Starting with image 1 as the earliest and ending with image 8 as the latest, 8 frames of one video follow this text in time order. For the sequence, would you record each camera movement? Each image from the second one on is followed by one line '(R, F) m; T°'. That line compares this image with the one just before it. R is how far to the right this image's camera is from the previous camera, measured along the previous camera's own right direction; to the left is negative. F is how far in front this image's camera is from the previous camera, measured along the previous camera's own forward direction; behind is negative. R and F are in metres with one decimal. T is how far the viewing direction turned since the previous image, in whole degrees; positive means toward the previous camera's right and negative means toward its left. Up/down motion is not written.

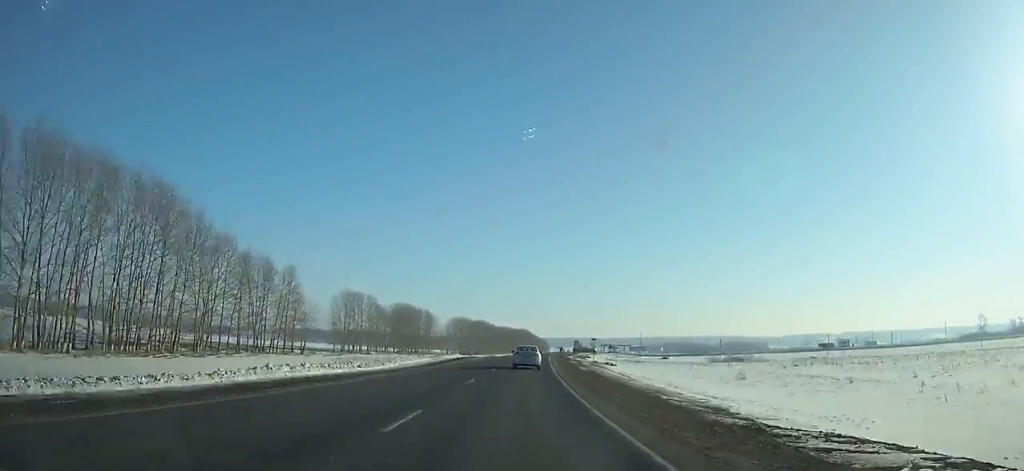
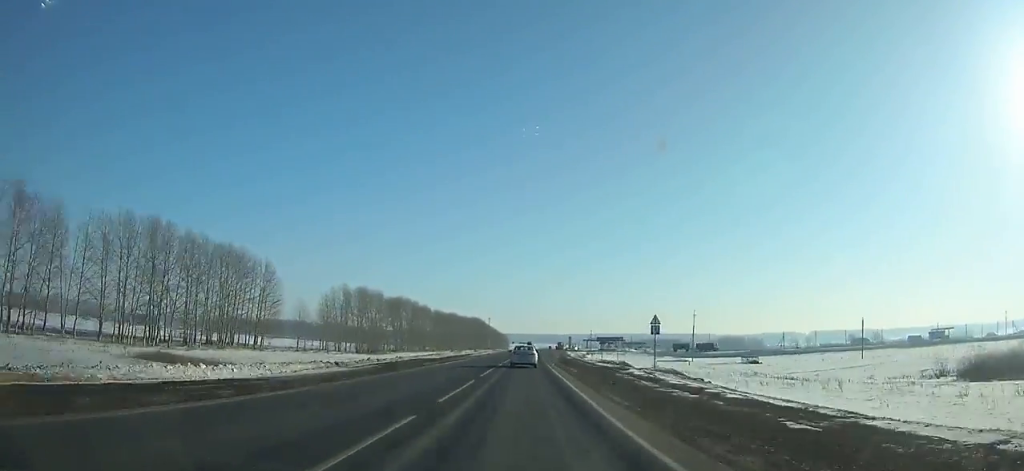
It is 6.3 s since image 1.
(+4.8, +135.2) m; +3°
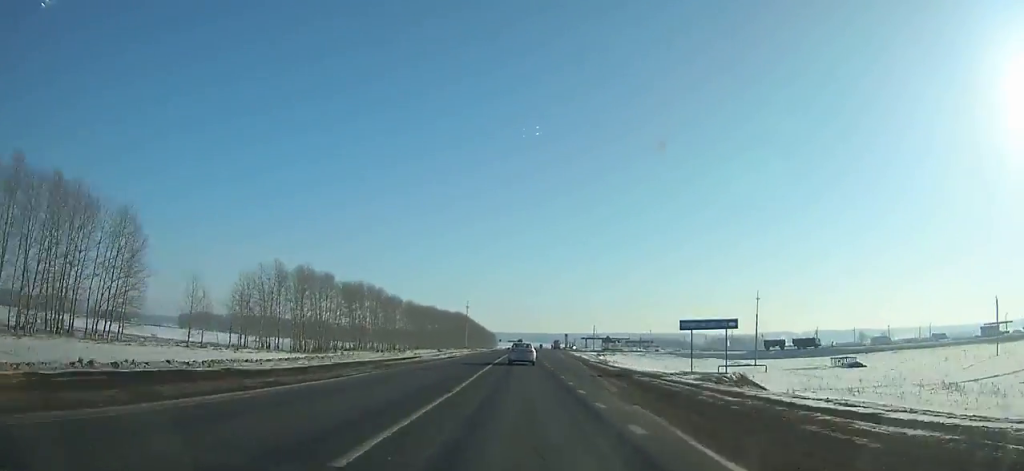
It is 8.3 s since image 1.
(+0.3, +42.6) m; +1°
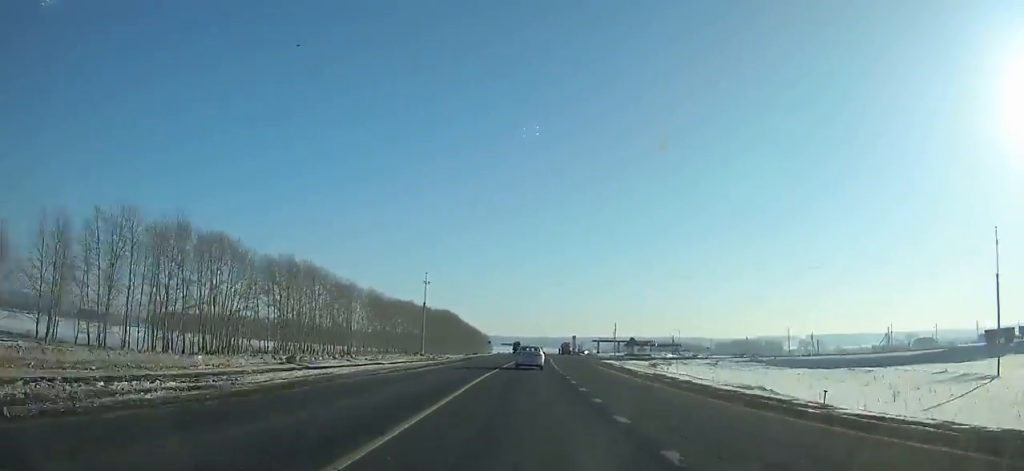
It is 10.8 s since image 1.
(+0.2, +53.2) m; +1°
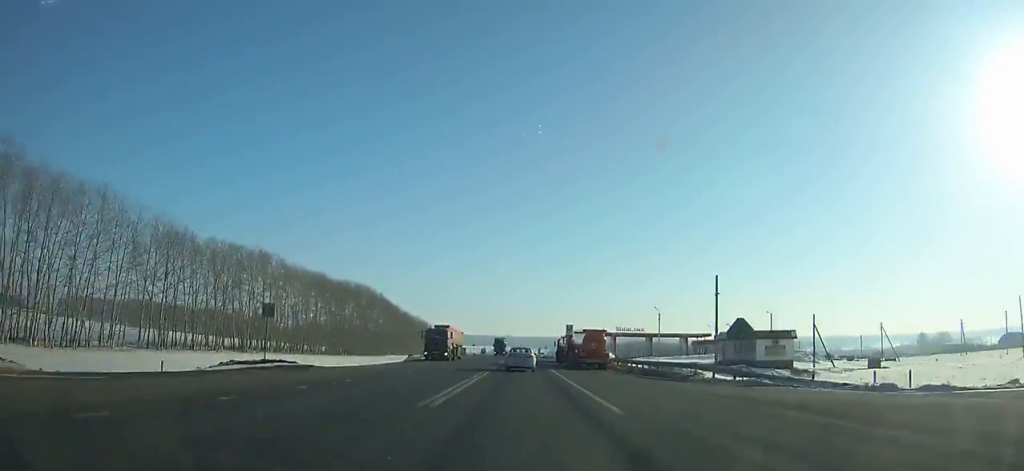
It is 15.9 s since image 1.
(+2.7, +107.0) m; +2°
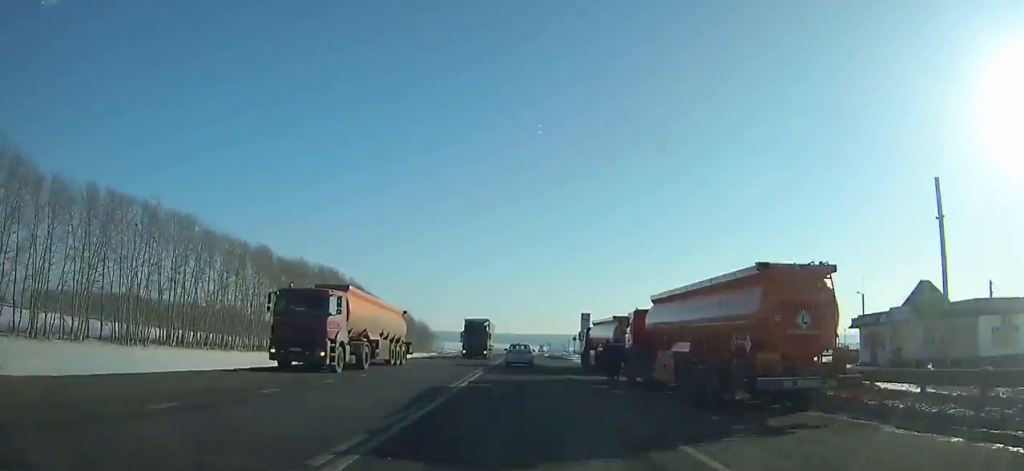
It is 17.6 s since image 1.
(0.0, +35.6) m; 0°
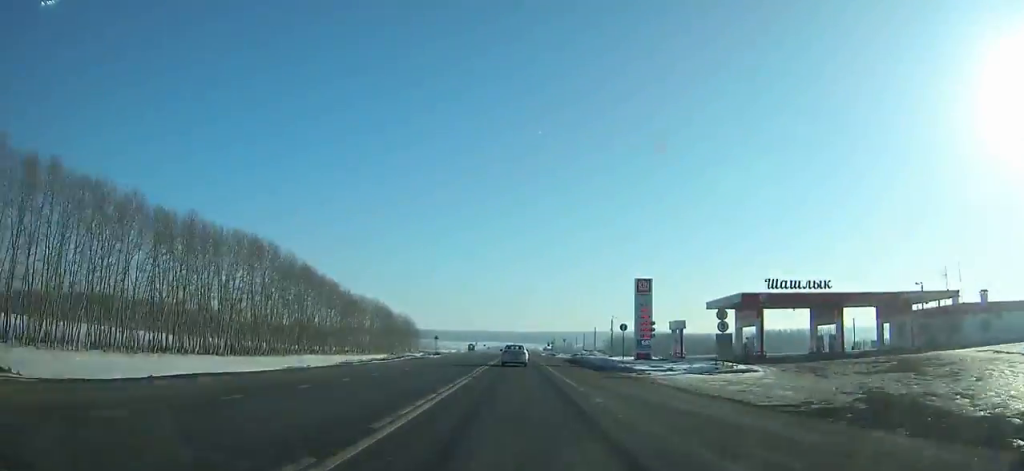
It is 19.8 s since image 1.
(0.0, +46.2) m; 0°
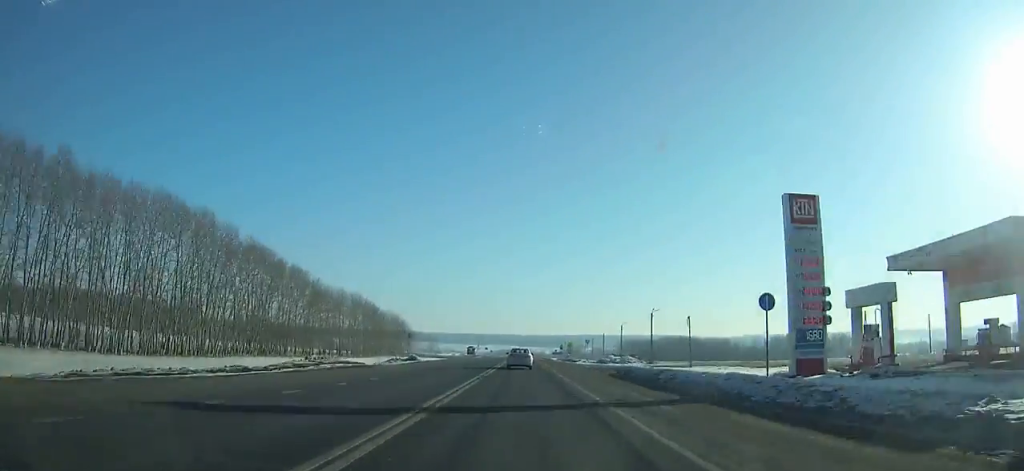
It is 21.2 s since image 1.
(-0.2, +29.7) m; 0°
